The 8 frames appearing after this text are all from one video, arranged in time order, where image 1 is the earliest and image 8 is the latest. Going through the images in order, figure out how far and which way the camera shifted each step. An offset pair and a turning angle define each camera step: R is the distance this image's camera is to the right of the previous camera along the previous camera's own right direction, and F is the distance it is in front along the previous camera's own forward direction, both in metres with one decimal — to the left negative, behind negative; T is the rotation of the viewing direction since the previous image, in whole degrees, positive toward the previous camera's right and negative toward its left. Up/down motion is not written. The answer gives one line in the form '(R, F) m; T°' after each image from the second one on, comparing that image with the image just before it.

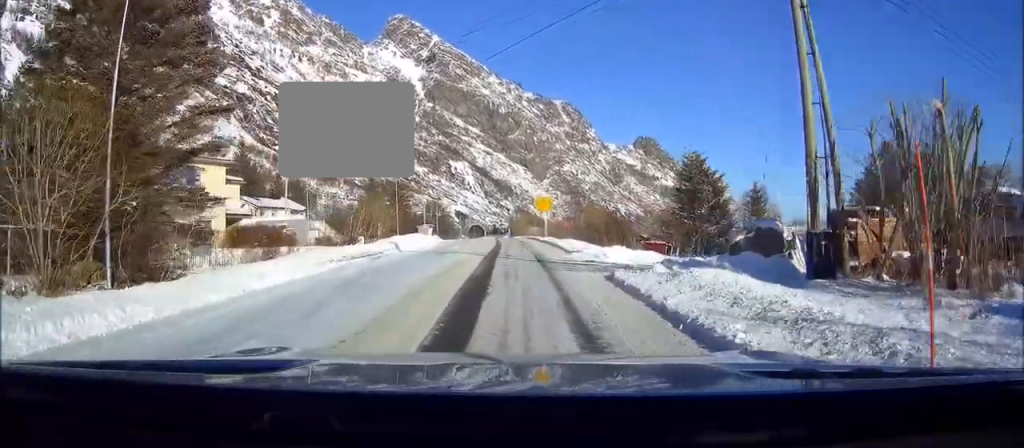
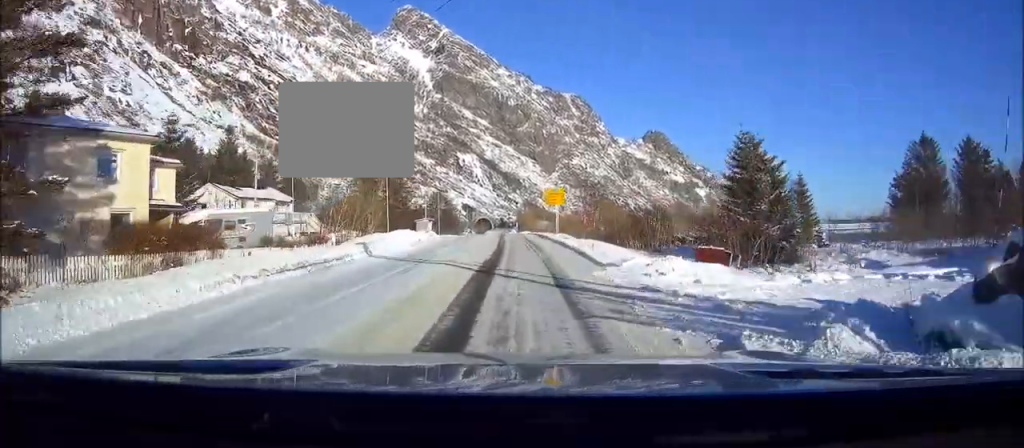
(0.0, +8.4) m; 0°
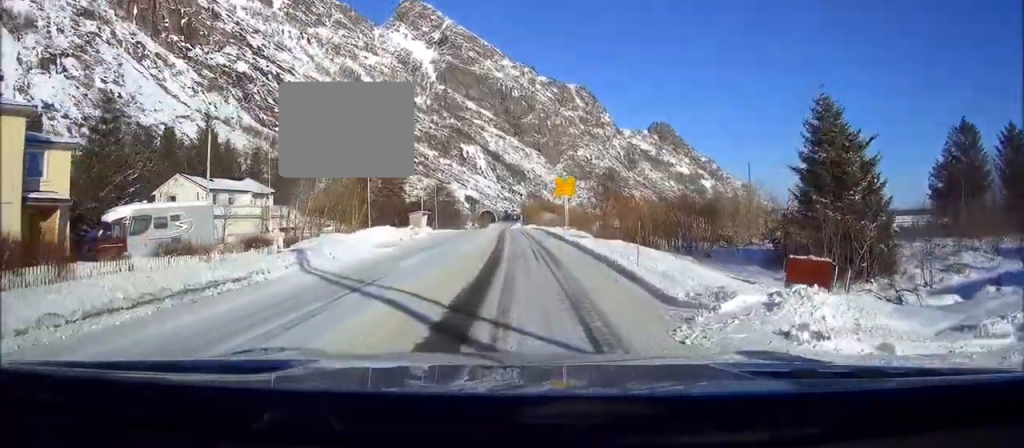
(0.0, +8.4) m; 0°
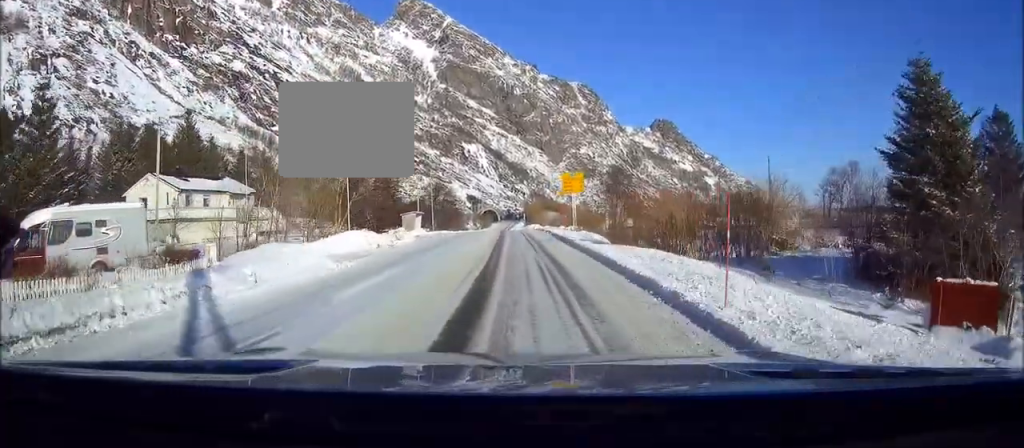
(0.0, +6.4) m; 0°
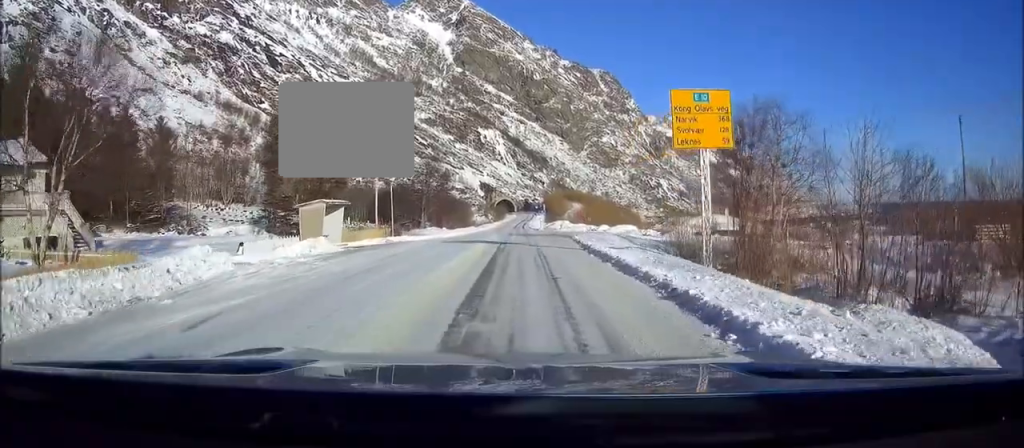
(-0.6, +37.1) m; -2°
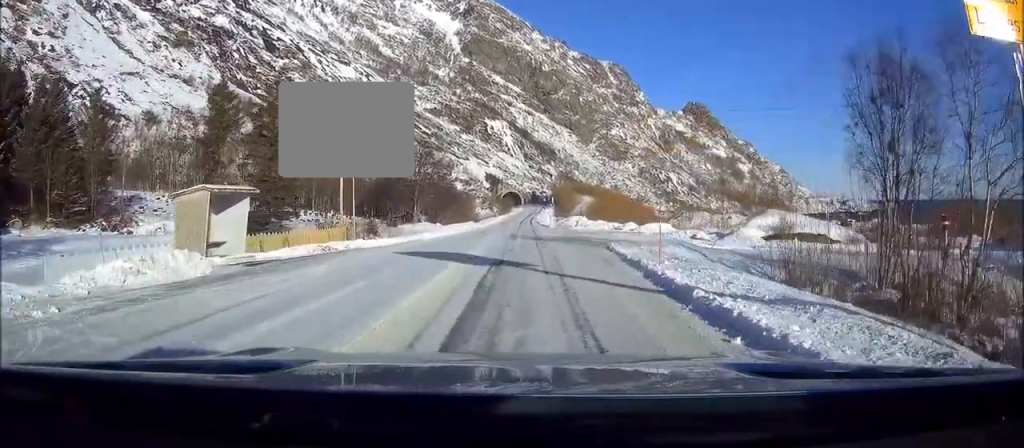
(-0.1, +13.8) m; 0°
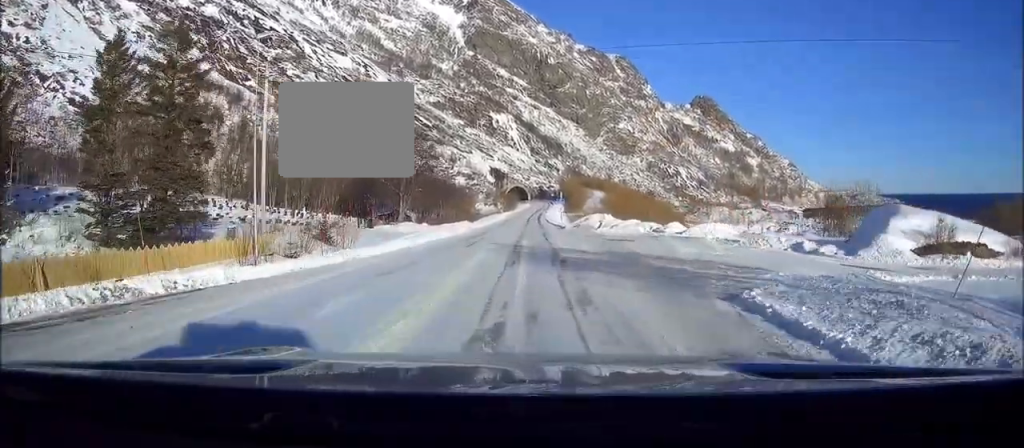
(0.0, +15.3) m; 0°
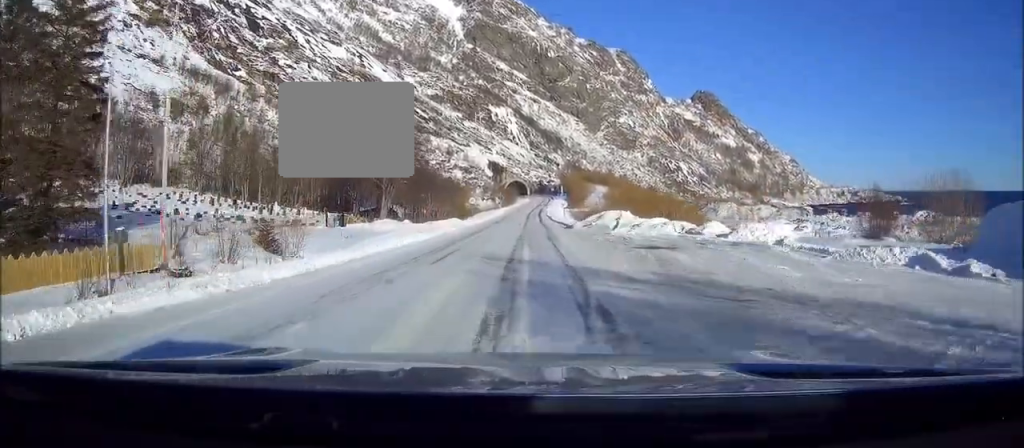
(0.0, +9.3) m; 0°
